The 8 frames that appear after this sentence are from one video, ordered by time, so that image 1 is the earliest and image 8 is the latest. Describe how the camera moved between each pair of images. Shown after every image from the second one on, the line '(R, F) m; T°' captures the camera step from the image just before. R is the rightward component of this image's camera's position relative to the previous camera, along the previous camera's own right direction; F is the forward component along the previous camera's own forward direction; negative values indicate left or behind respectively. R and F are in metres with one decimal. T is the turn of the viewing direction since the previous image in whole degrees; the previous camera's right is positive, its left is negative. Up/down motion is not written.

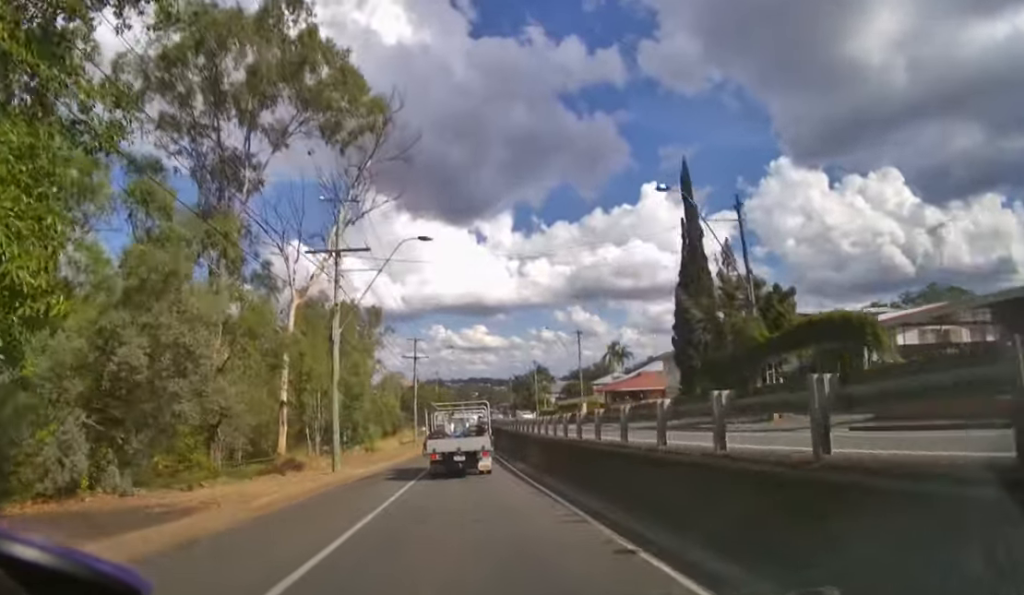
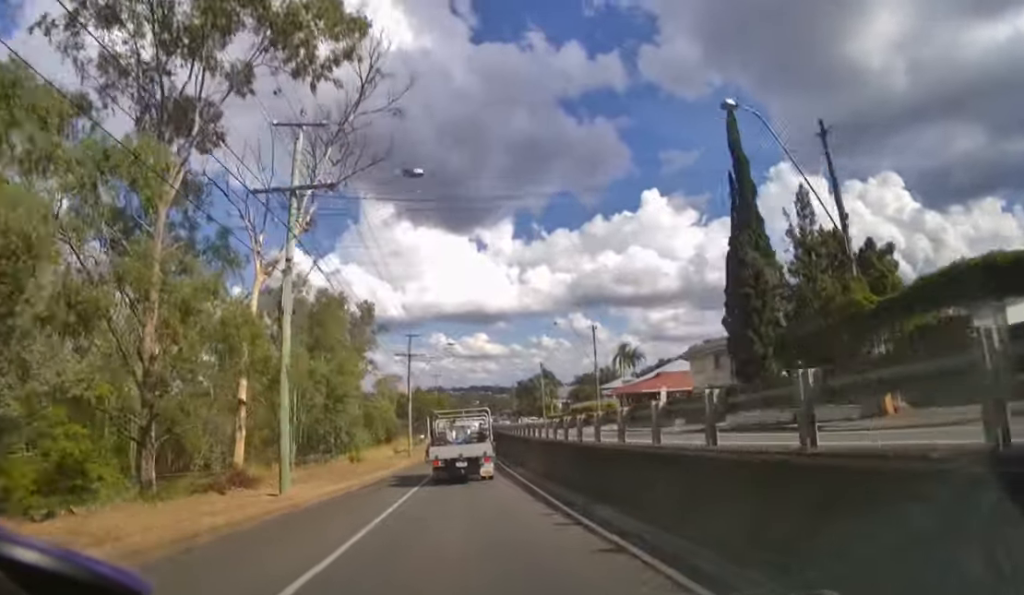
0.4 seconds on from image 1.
(0.0, +5.3) m; 0°
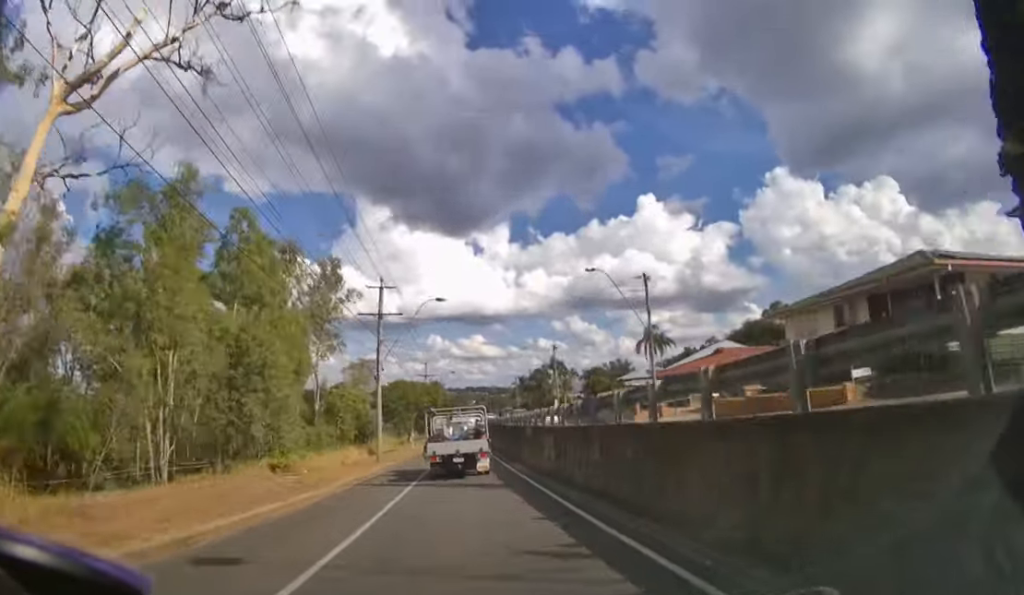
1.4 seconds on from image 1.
(0.0, +12.4) m; 0°
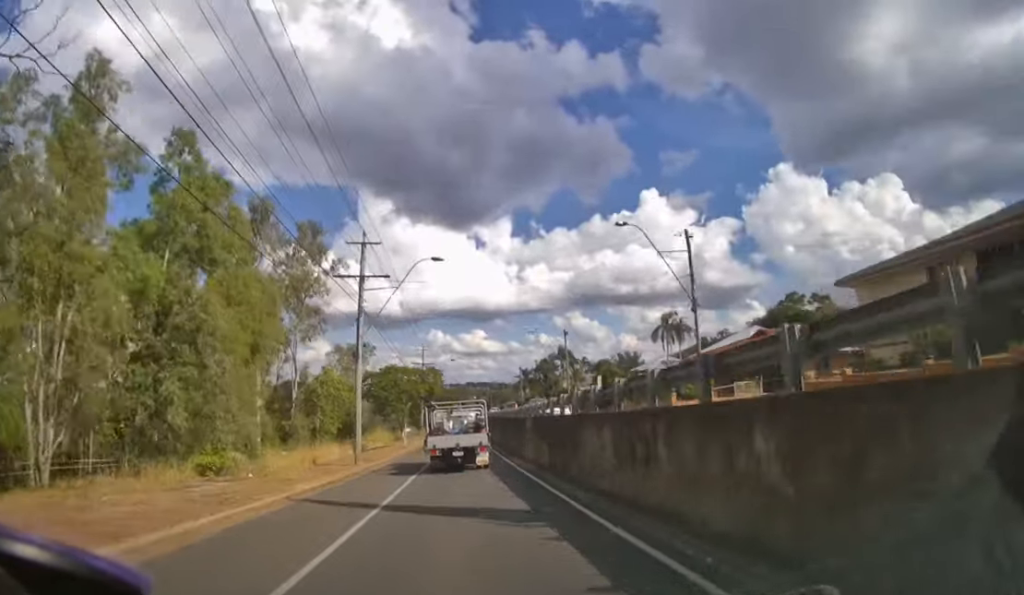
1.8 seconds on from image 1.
(0.0, +5.2) m; 0°
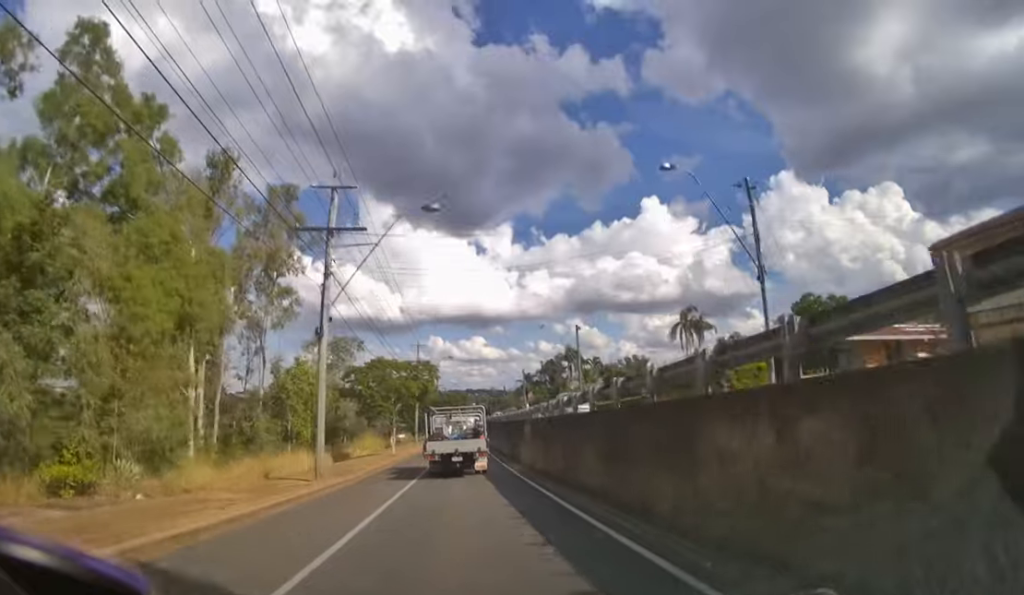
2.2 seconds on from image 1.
(0.0, +5.2) m; 0°
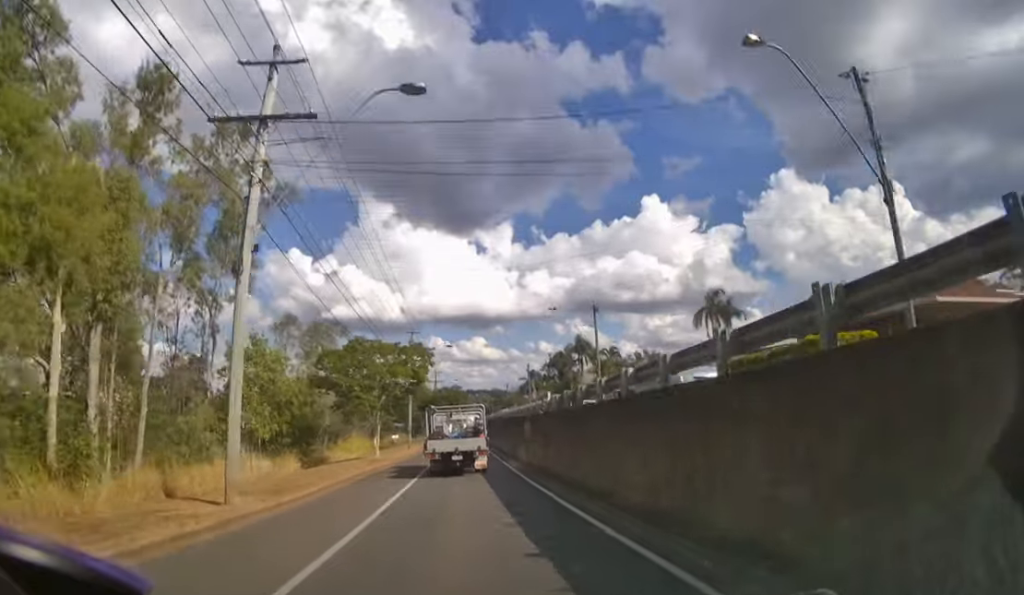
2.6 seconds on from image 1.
(0.0, +5.8) m; 0°
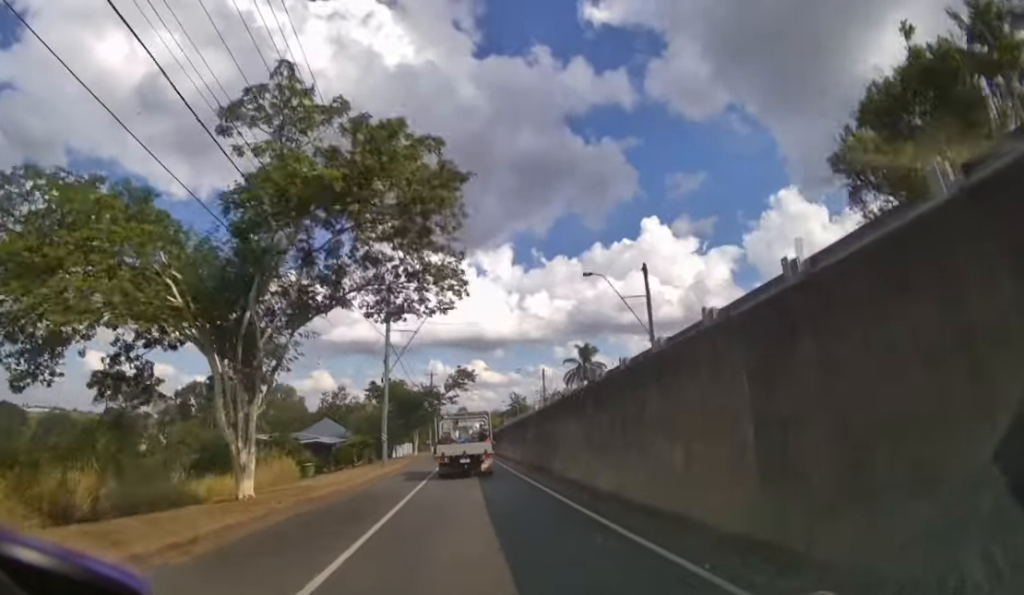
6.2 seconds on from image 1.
(+0.1, +60.3) m; 0°
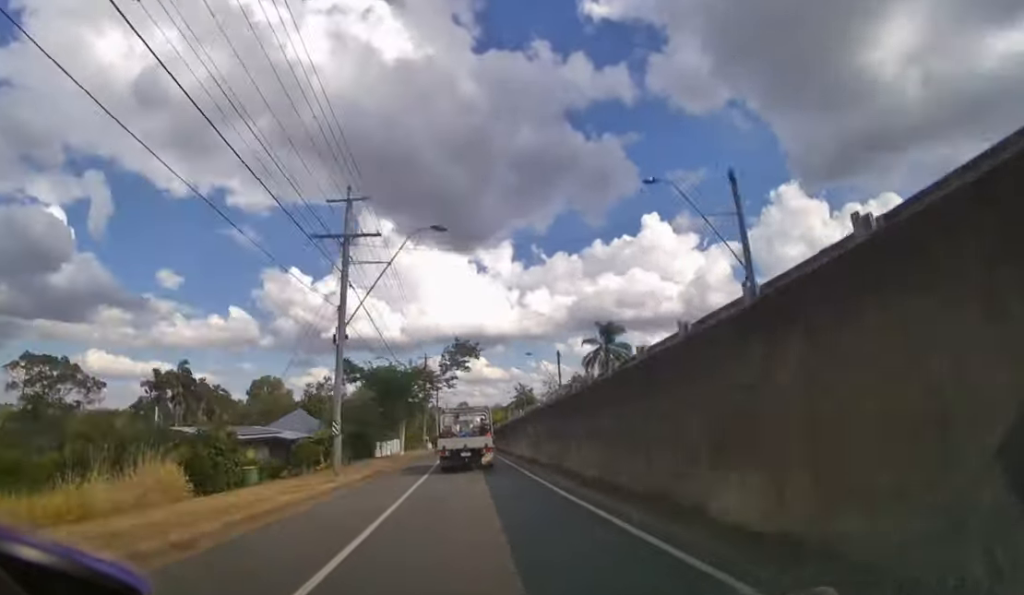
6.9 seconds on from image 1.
(0.0, +11.7) m; 0°
